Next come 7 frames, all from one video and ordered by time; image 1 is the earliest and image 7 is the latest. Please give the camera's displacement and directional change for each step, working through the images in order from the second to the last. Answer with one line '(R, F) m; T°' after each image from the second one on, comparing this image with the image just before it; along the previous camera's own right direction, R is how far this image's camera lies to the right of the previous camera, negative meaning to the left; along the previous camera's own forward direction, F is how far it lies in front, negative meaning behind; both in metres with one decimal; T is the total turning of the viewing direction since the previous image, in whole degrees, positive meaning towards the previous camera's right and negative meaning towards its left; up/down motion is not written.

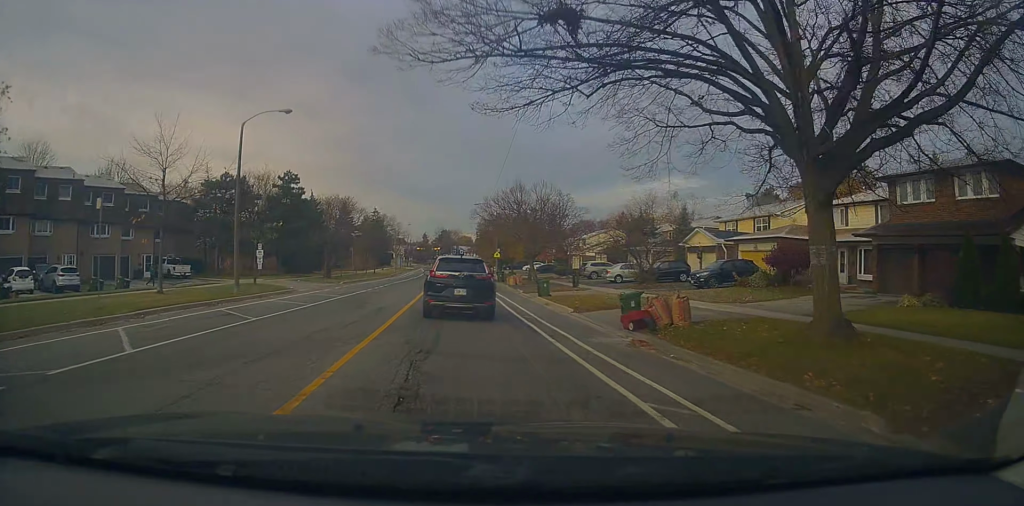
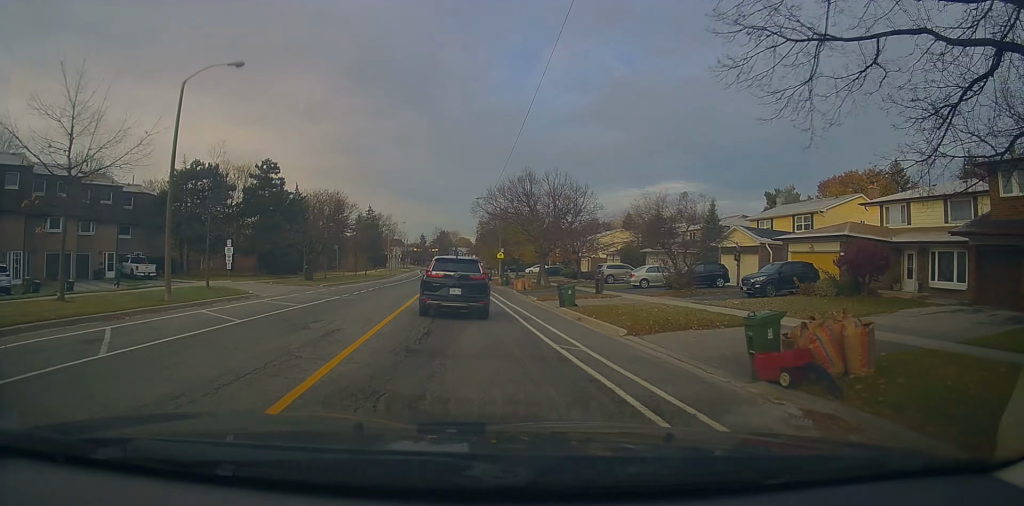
(+0.2, +6.9) m; -2°
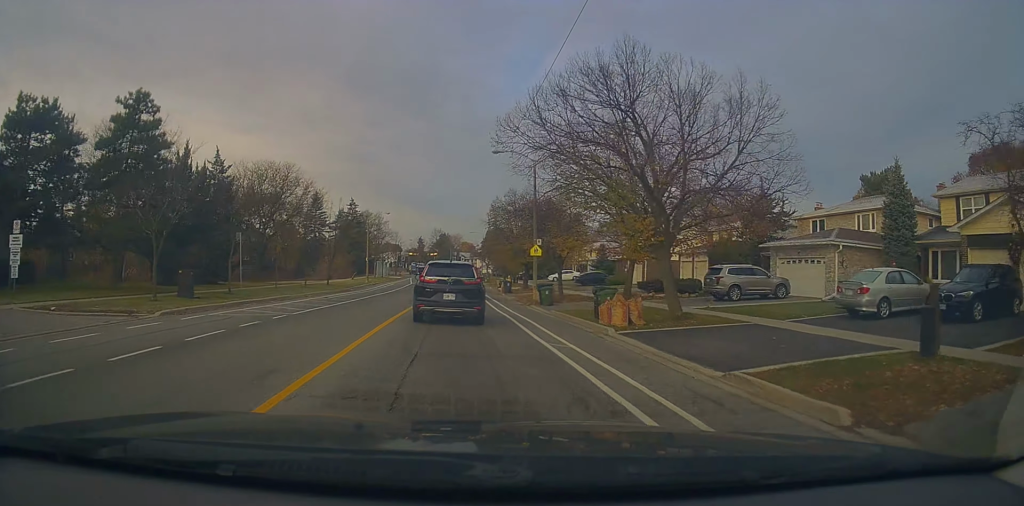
(+0.1, +22.4) m; +2°
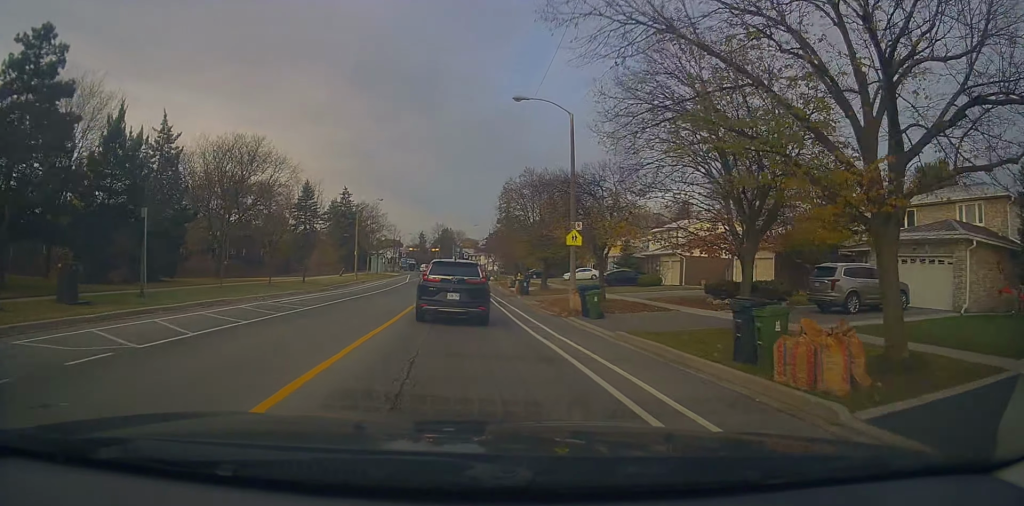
(-0.3, +9.1) m; -1°
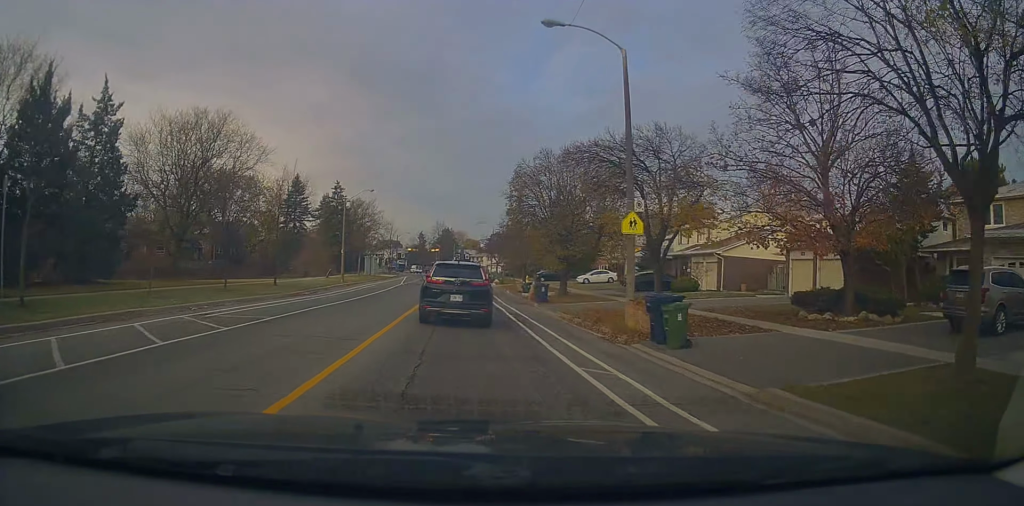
(-0.2, +7.5) m; +2°
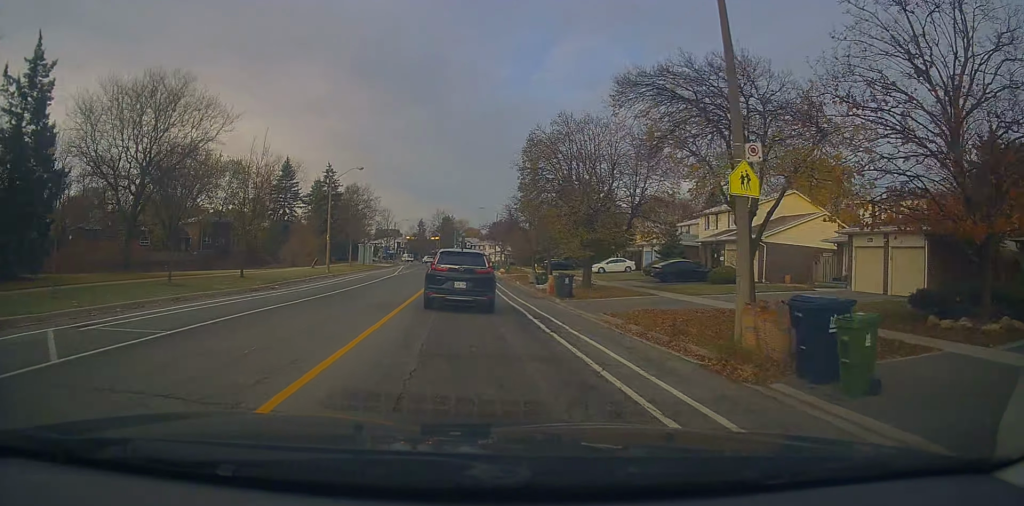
(+0.4, +5.9) m; 0°
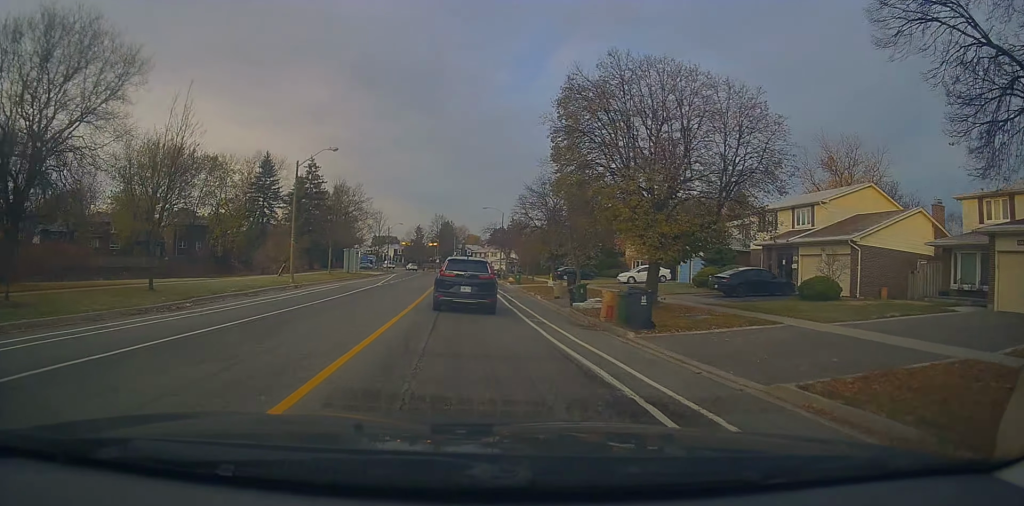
(-0.2, +10.2) m; -2°
